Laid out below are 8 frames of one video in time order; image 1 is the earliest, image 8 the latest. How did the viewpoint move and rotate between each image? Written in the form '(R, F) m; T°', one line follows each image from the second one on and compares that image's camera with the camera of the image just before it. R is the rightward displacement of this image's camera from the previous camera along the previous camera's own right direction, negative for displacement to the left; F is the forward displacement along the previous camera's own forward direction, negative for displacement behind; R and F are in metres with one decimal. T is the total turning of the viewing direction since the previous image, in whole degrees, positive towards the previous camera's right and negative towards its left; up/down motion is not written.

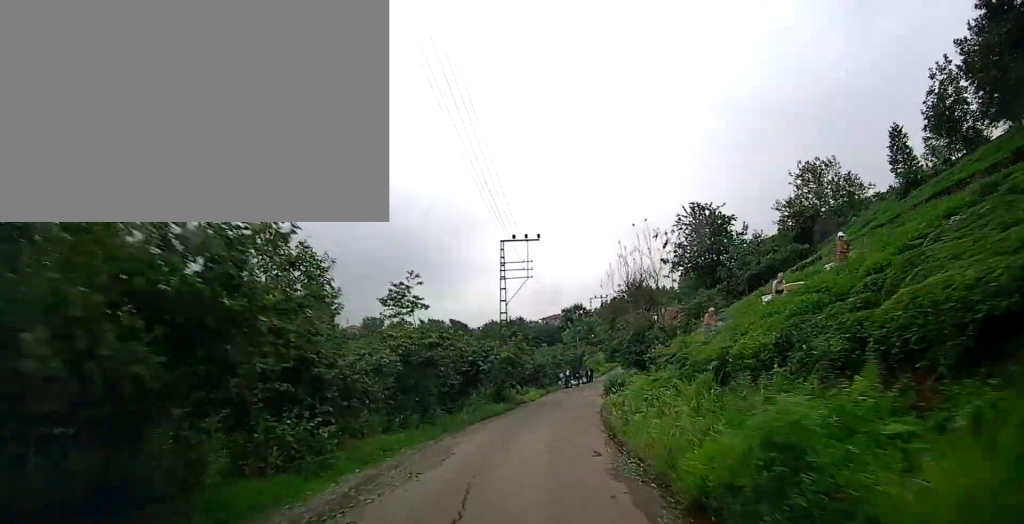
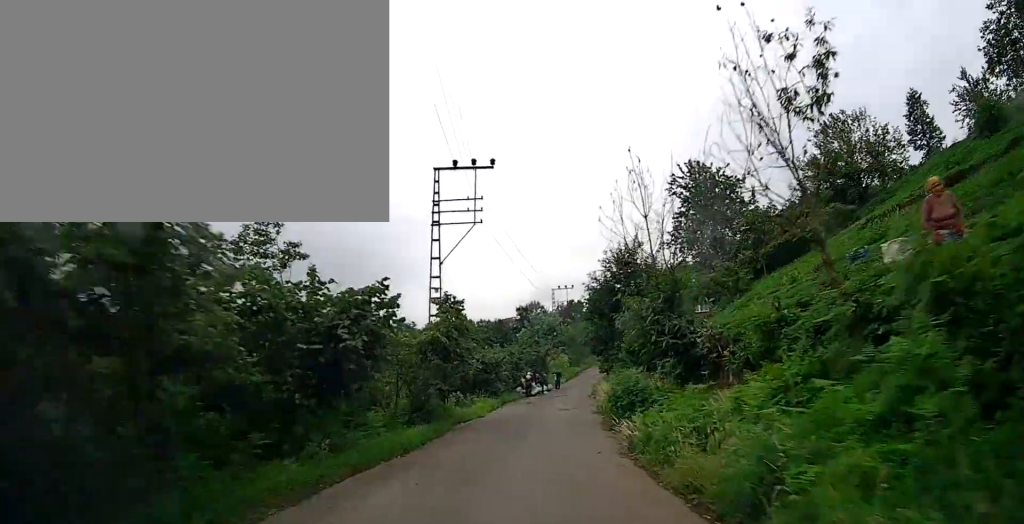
(+0.6, +13.7) m; +5°
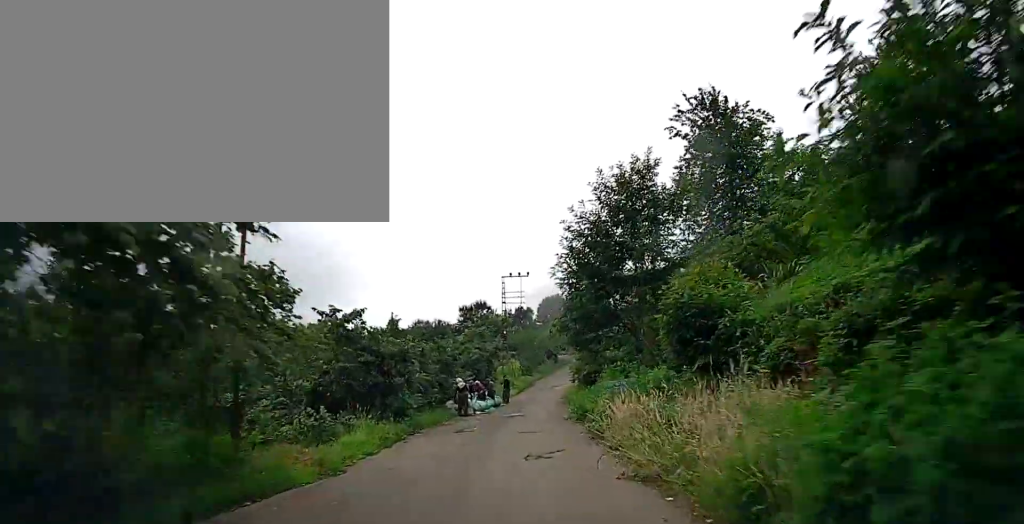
(+0.8, +14.0) m; +5°
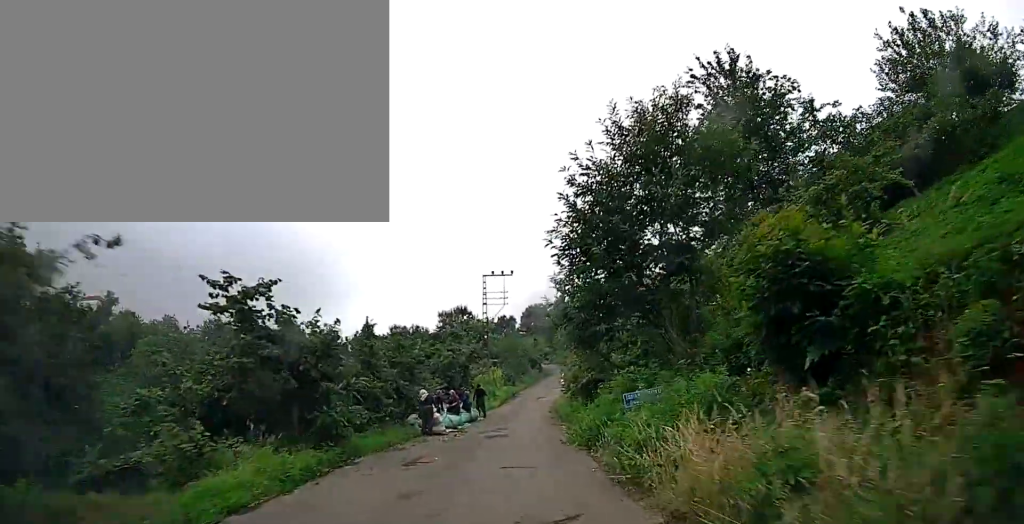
(+0.1, +5.4) m; +1°
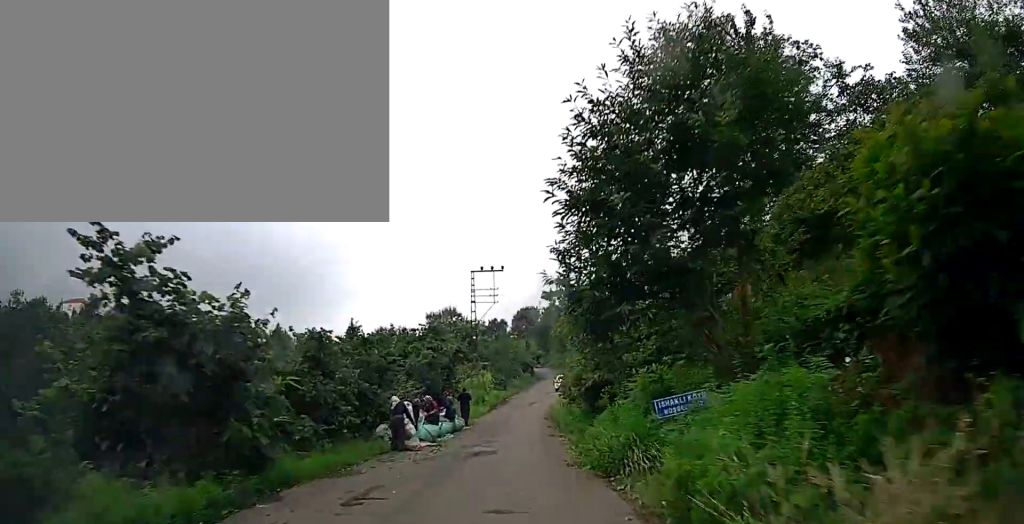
(-0.1, +3.6) m; +1°
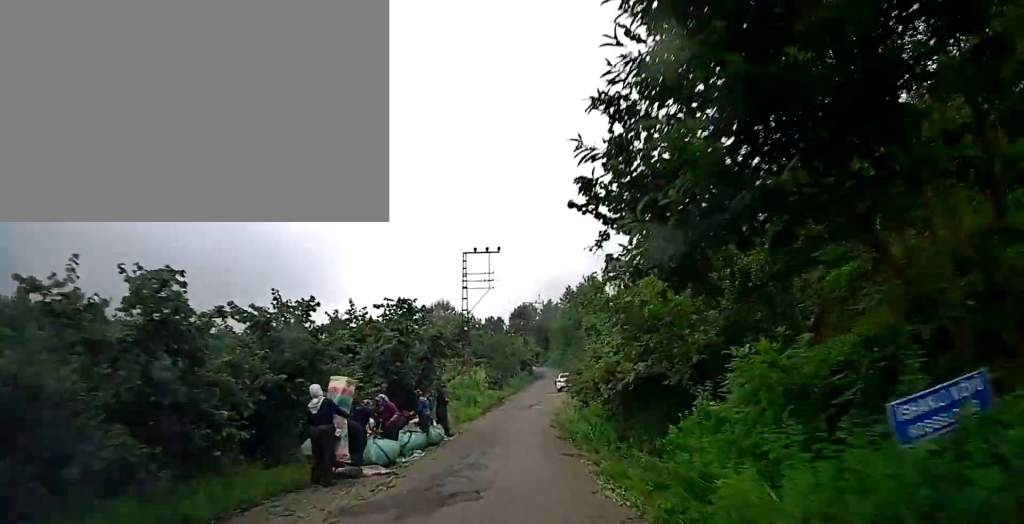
(+0.2, +6.0) m; +2°
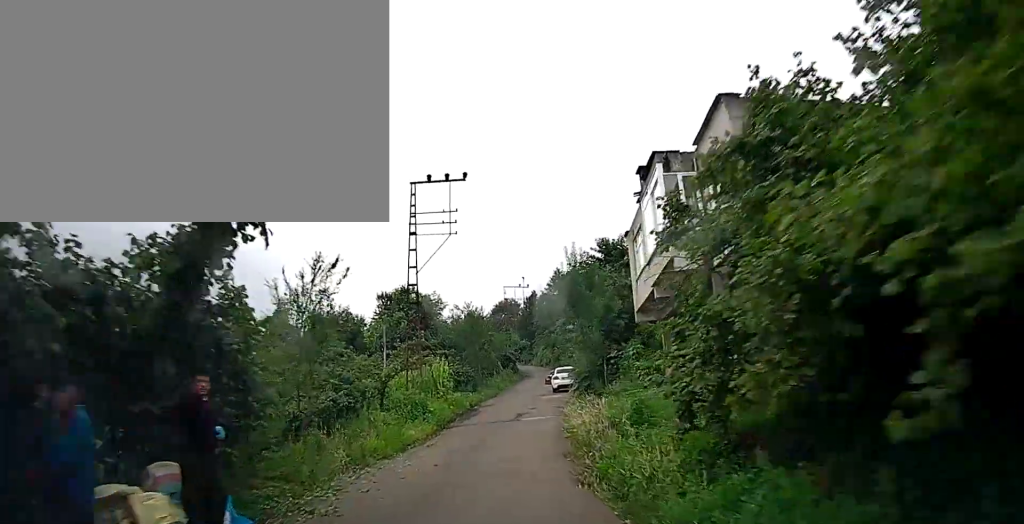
(+0.3, +13.6) m; +2°
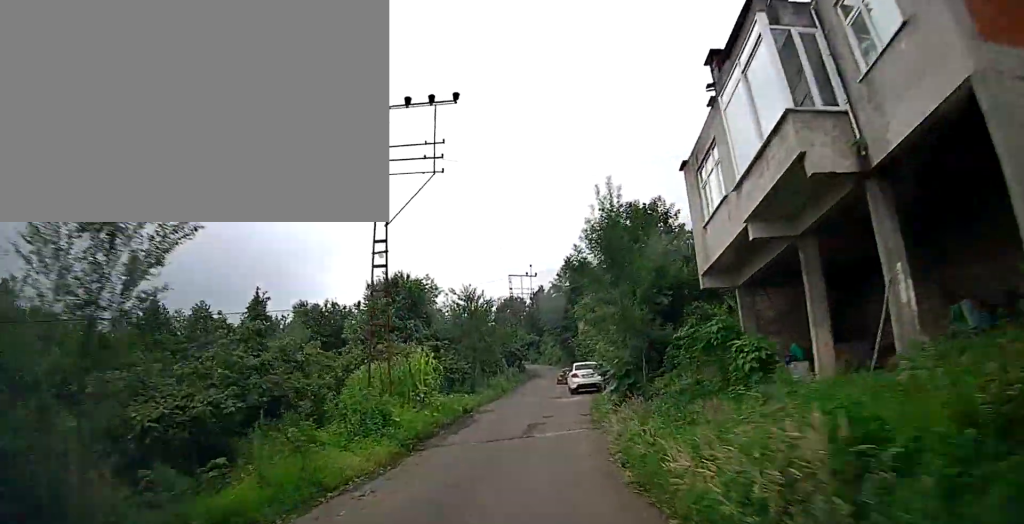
(+0.1, +7.0) m; 0°
